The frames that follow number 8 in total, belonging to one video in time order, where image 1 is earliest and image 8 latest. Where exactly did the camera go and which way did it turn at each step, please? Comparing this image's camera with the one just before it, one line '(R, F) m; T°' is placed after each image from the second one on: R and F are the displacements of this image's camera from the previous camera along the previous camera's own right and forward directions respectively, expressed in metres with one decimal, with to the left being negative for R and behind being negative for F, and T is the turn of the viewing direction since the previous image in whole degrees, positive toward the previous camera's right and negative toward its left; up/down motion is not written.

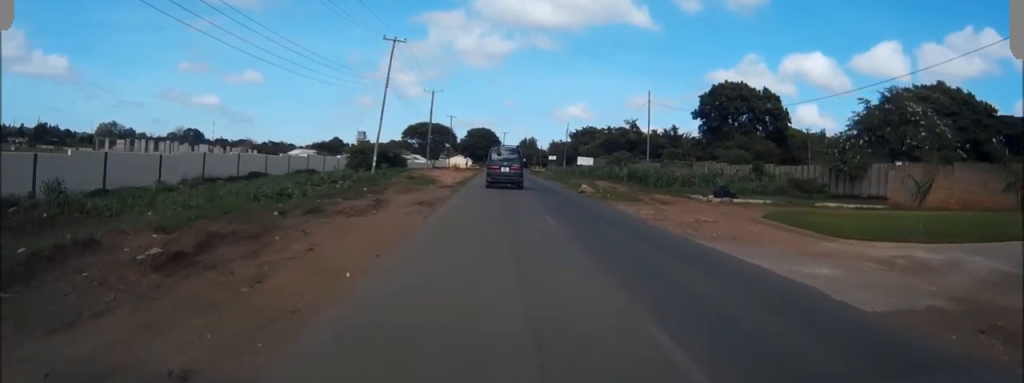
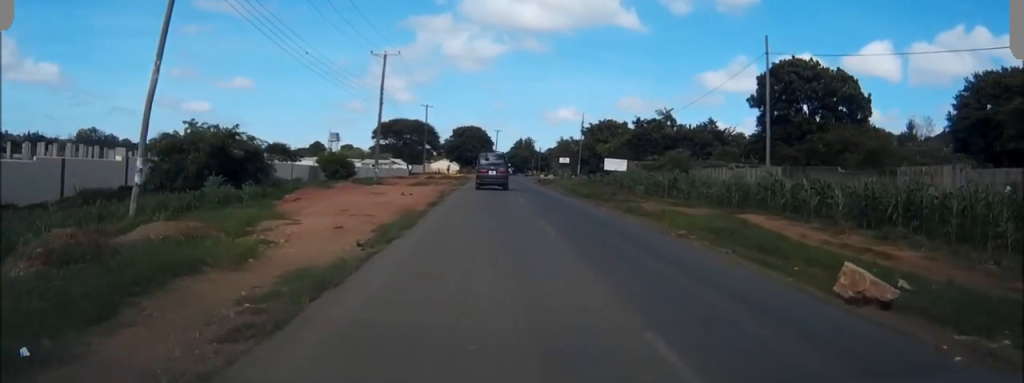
(0.0, +36.2) m; 0°
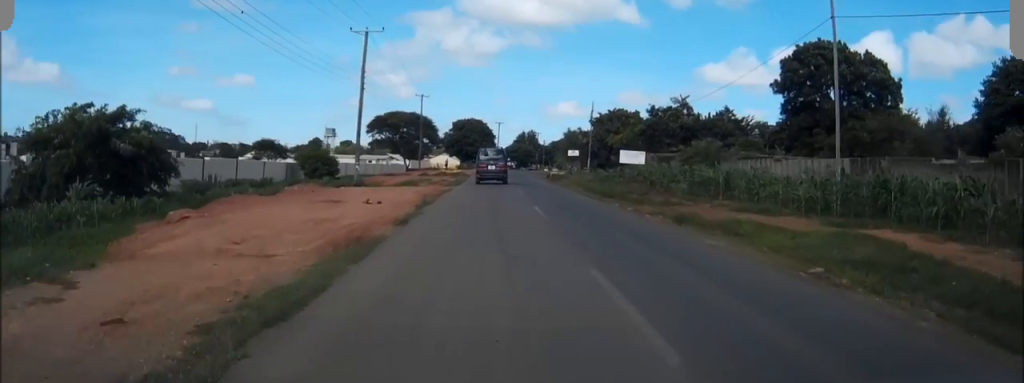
(+0.1, +9.0) m; 0°
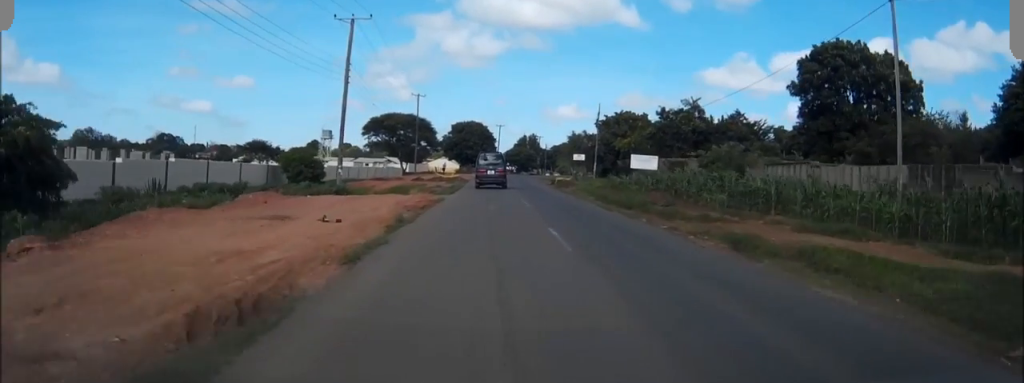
(0.0, +5.8) m; 0°
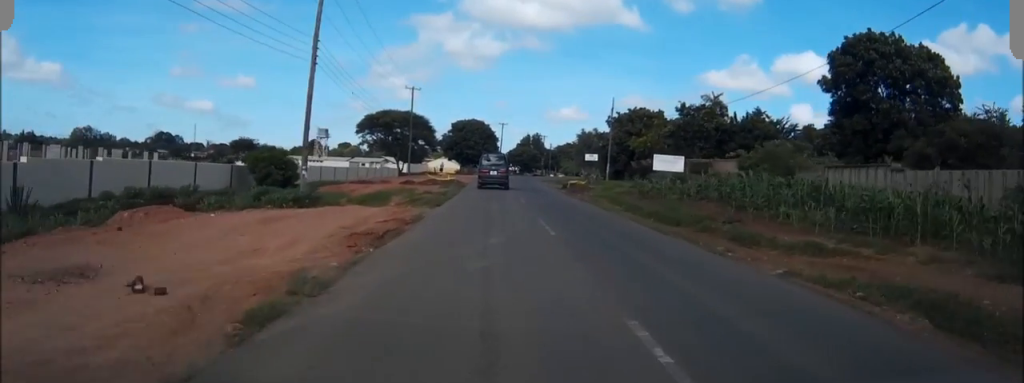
(0.0, +8.9) m; 0°
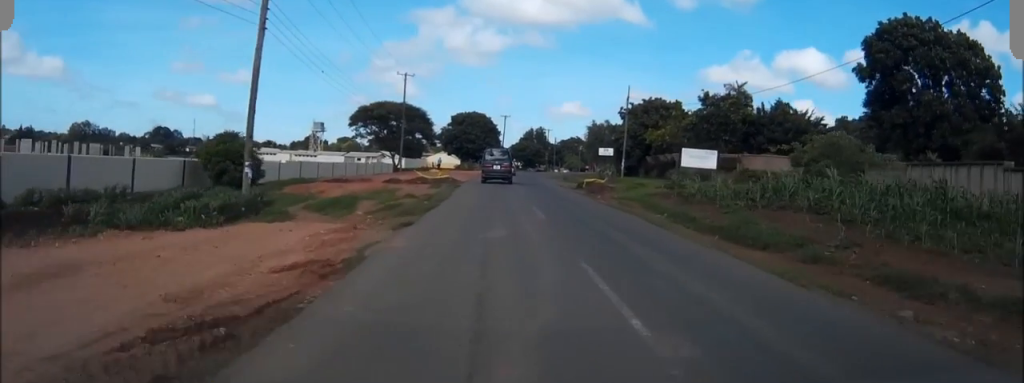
(0.0, +9.0) m; 0°
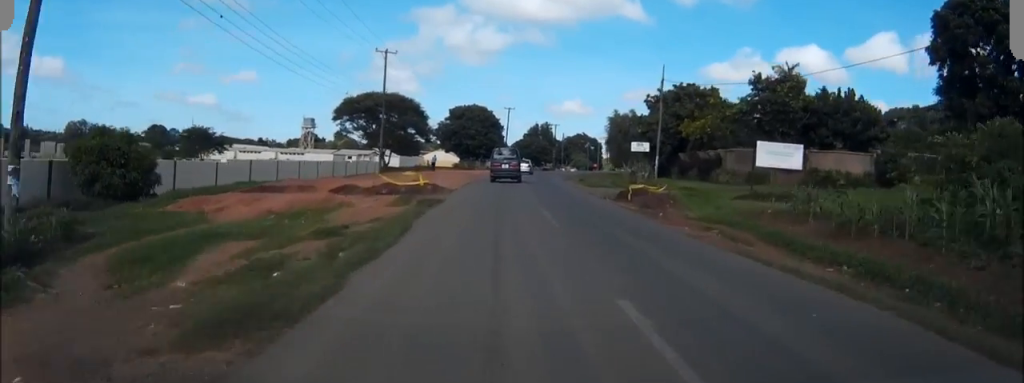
(-0.1, +14.2) m; 0°
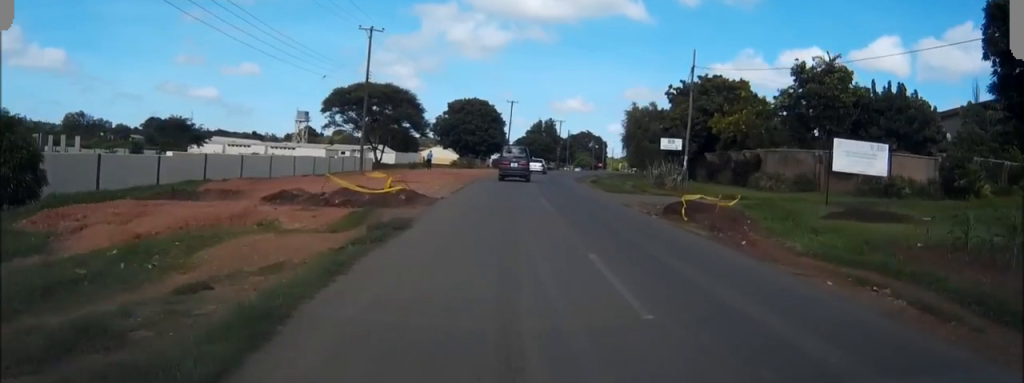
(0.0, +8.8) m; 0°
